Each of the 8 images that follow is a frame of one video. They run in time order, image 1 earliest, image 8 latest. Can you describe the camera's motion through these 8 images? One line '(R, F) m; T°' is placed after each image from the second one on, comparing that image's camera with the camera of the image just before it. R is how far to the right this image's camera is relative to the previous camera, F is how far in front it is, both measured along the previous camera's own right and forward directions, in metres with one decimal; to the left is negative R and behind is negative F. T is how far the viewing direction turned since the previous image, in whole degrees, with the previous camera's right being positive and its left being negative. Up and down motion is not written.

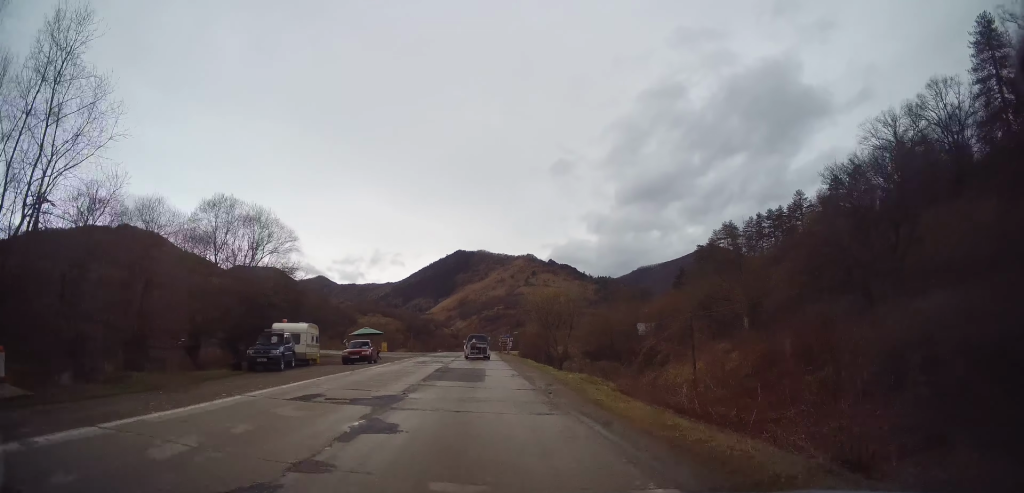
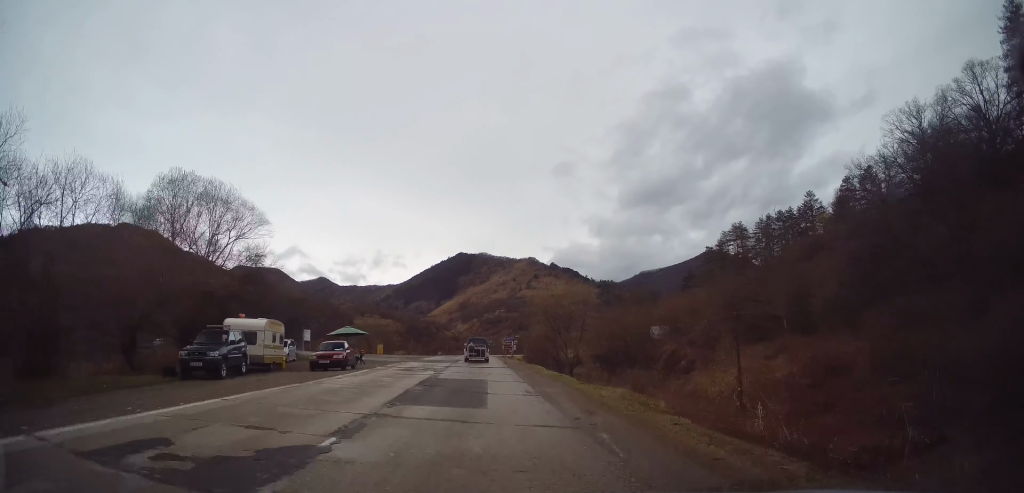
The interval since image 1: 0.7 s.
(0.0, +6.1) m; 0°
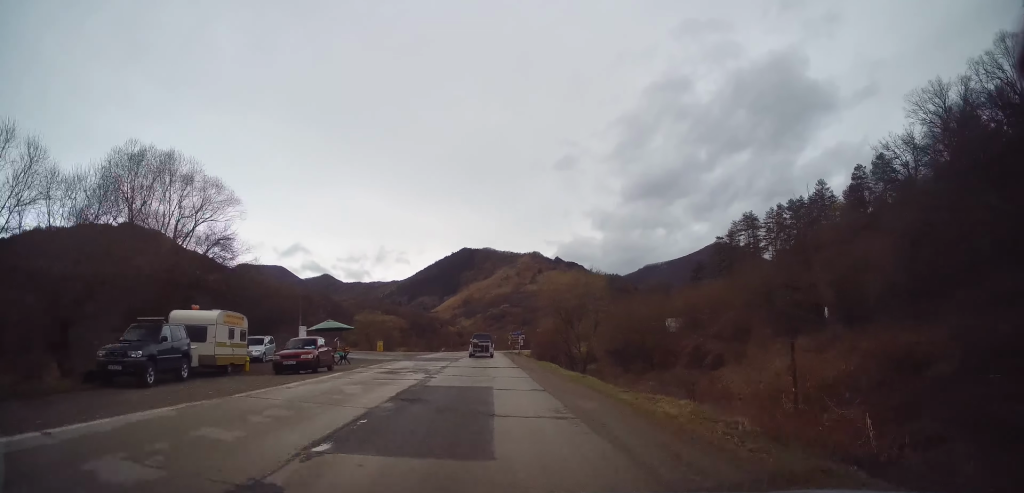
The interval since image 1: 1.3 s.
(0.0, +4.9) m; 0°
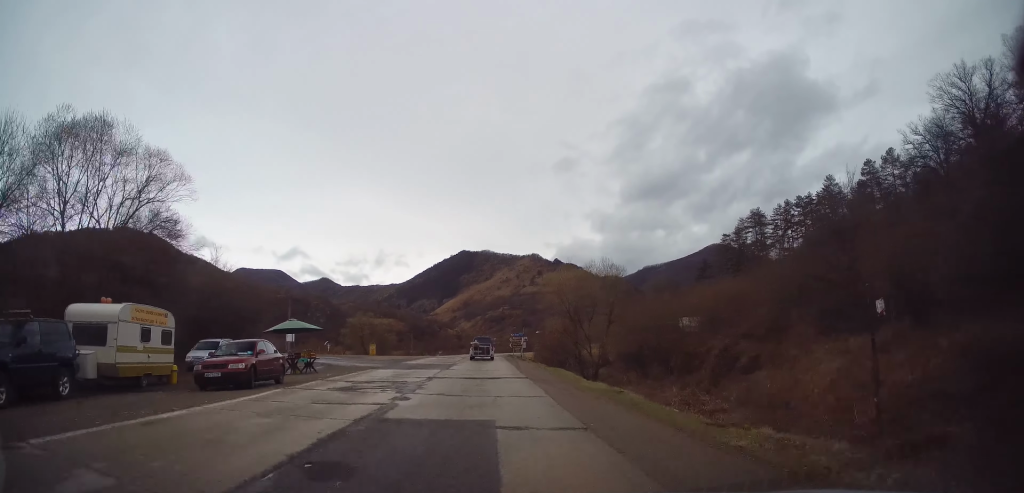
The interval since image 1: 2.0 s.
(0.0, +5.6) m; 0°
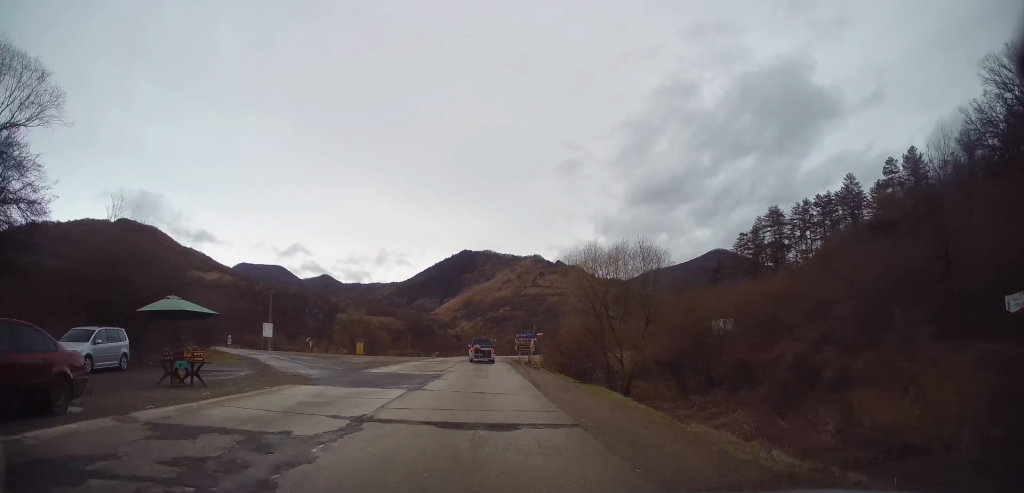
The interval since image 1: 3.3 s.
(0.0, +9.9) m; +3°
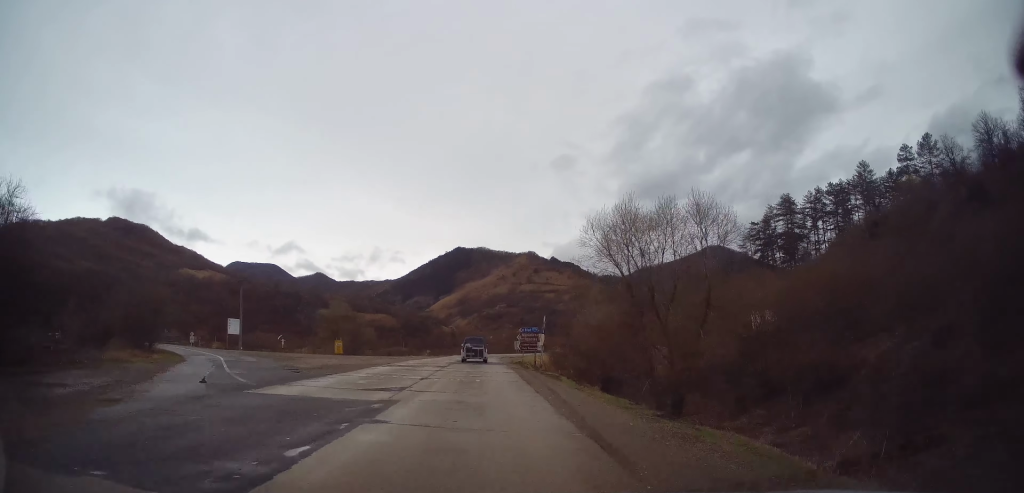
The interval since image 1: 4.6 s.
(+0.5, +9.7) m; 0°
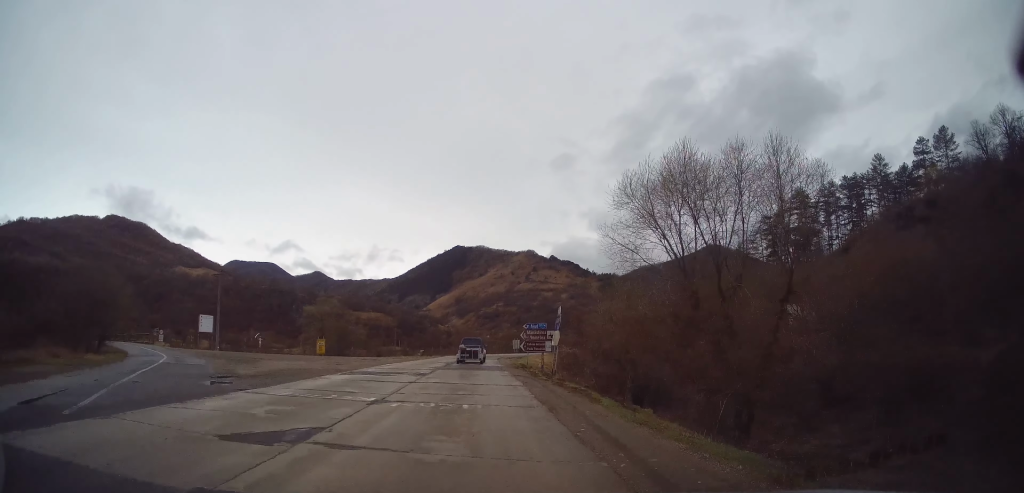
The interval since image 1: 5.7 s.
(-0.4, +7.0) m; -2°
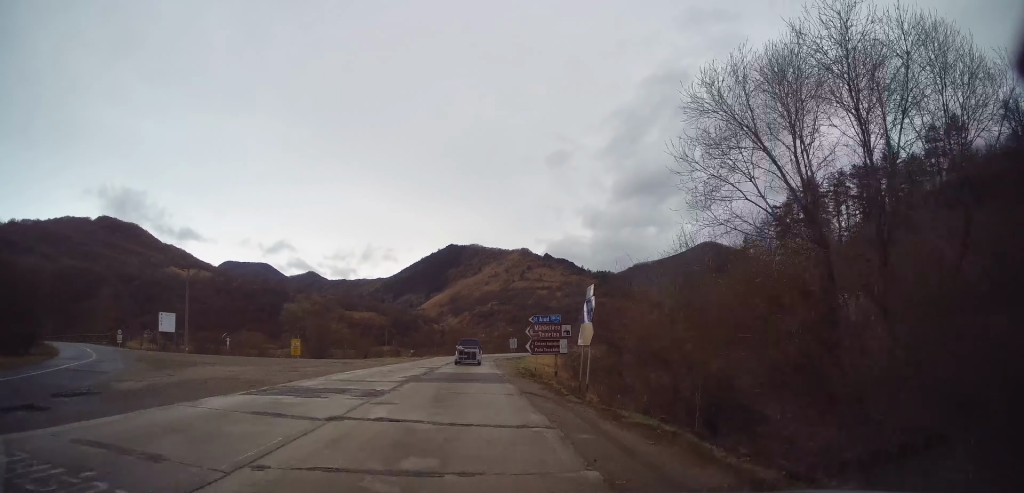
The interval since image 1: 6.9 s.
(+0.3, +7.8) m; +4°
